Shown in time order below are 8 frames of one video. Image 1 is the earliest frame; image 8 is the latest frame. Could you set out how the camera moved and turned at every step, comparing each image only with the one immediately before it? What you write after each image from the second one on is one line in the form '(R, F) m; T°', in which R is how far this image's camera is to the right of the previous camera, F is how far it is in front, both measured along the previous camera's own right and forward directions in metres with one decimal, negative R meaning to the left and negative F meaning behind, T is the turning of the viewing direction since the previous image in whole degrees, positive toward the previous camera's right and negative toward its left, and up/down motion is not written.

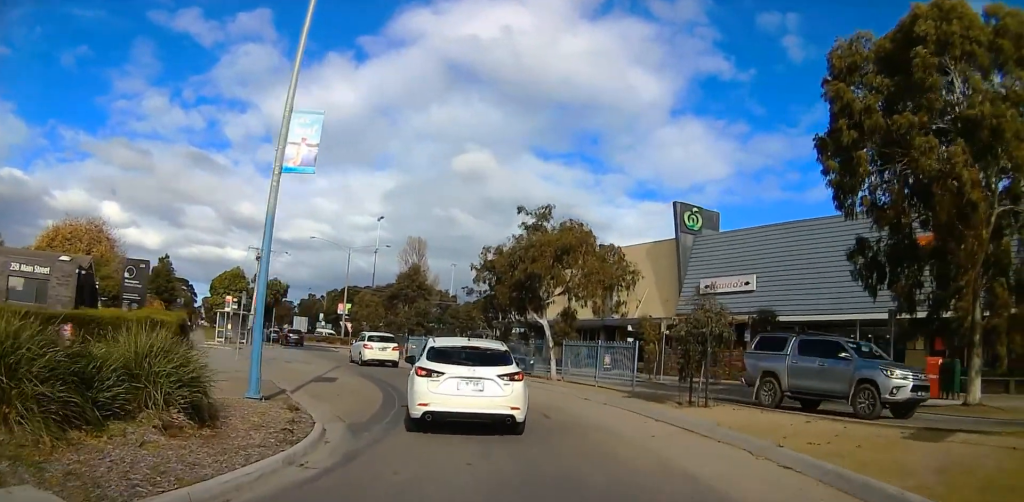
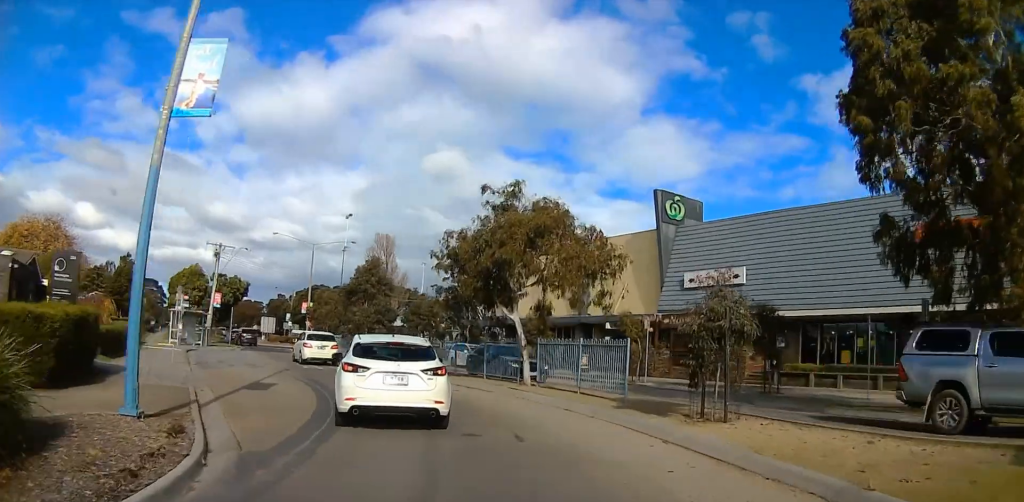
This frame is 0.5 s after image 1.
(+0.4, +3.1) m; +6°
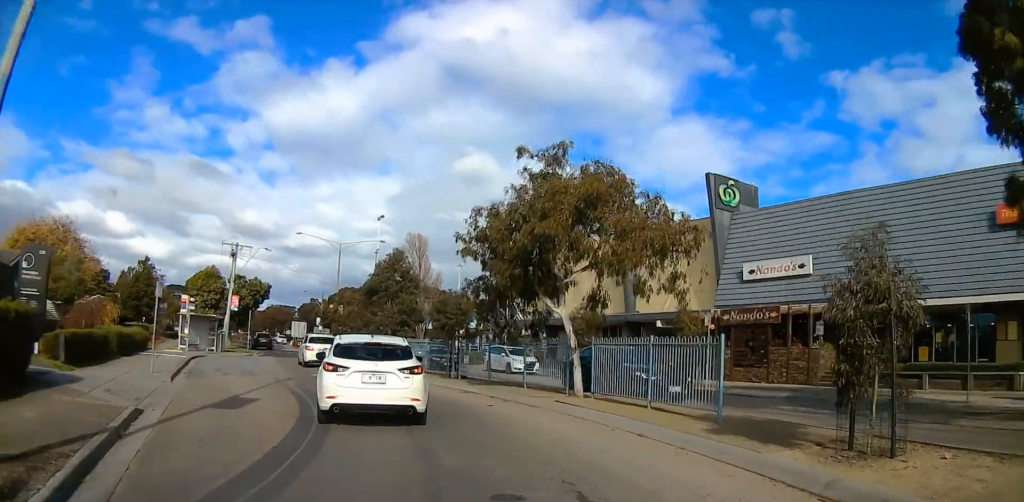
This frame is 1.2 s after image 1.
(+0.2, +3.9) m; +3°
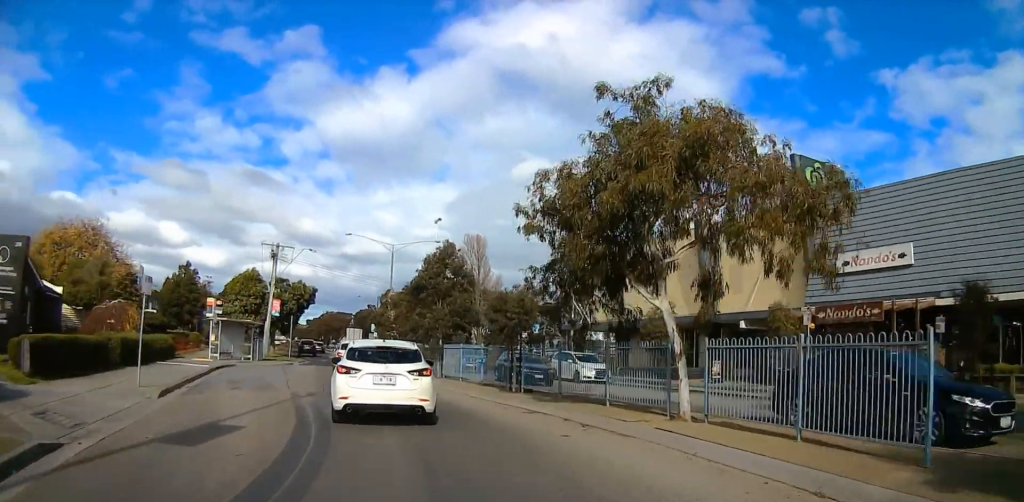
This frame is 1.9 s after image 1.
(+0.1, +3.9) m; -1°
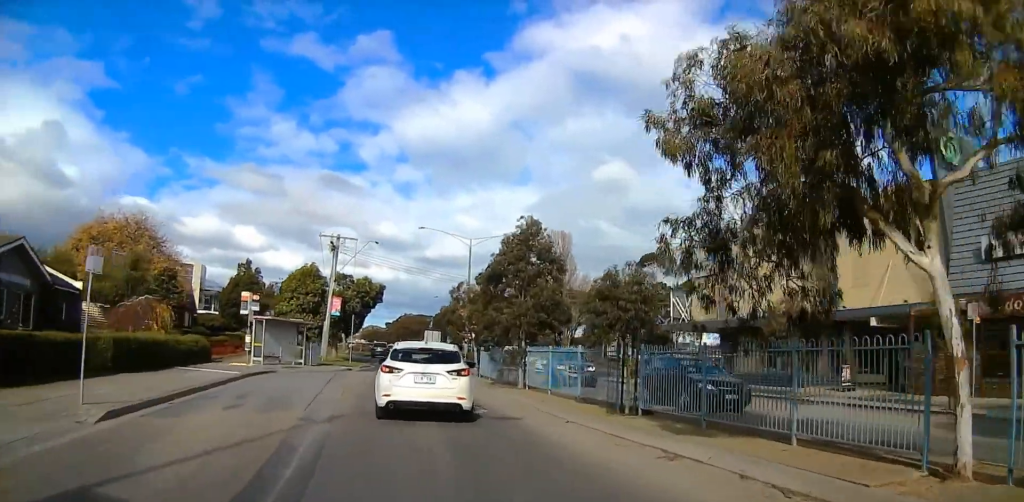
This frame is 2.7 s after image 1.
(-0.1, +5.5) m; -7°
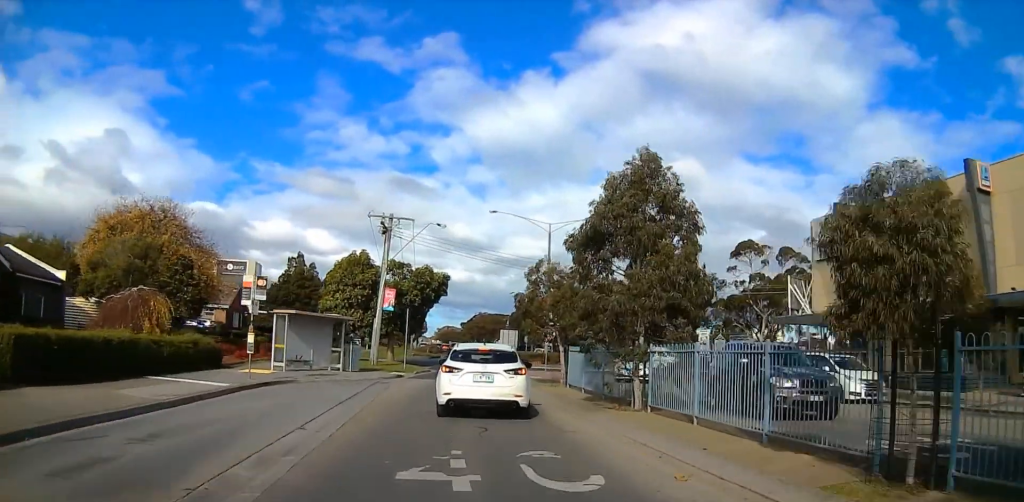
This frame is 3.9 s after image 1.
(-0.8, +8.1) m; -9°
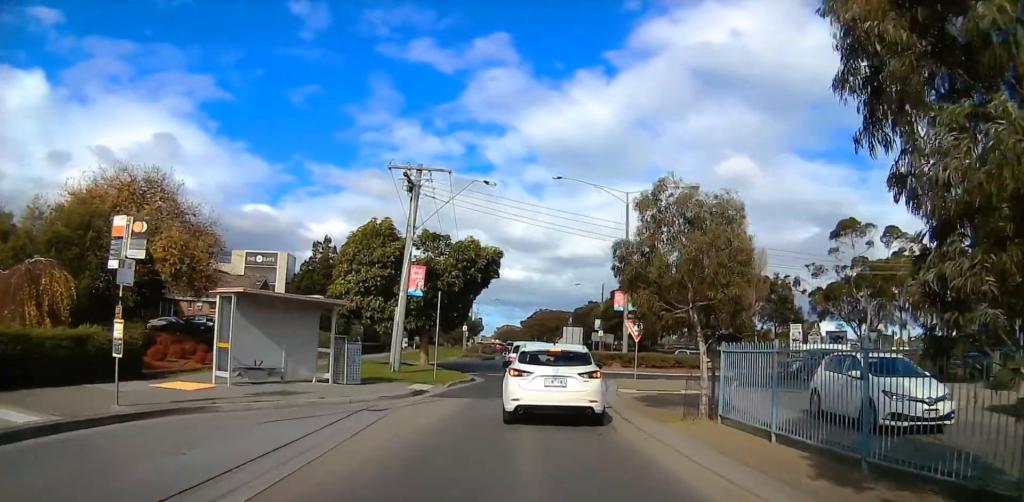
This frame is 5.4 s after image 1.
(-0.6, +10.7) m; -3°
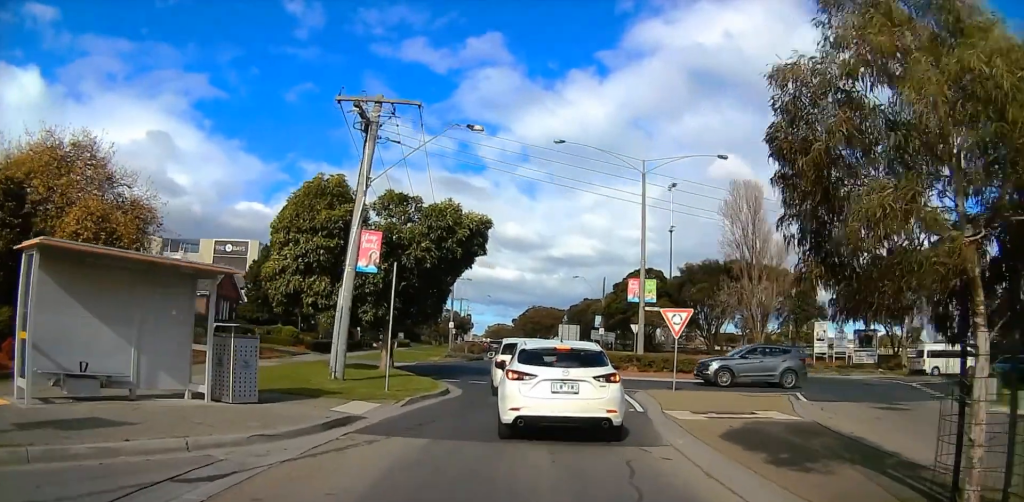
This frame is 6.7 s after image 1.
(0.0, +7.7) m; -5°
